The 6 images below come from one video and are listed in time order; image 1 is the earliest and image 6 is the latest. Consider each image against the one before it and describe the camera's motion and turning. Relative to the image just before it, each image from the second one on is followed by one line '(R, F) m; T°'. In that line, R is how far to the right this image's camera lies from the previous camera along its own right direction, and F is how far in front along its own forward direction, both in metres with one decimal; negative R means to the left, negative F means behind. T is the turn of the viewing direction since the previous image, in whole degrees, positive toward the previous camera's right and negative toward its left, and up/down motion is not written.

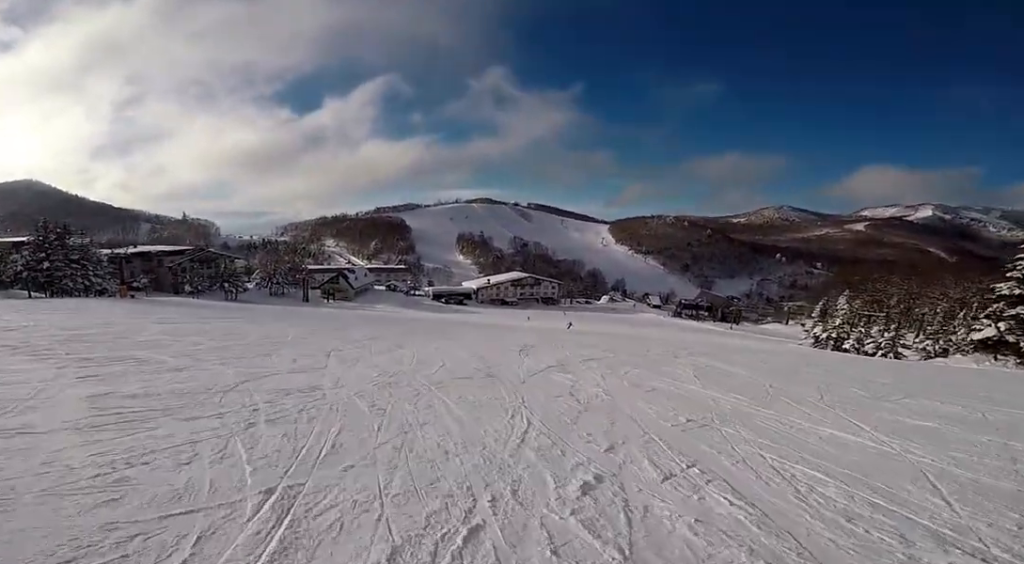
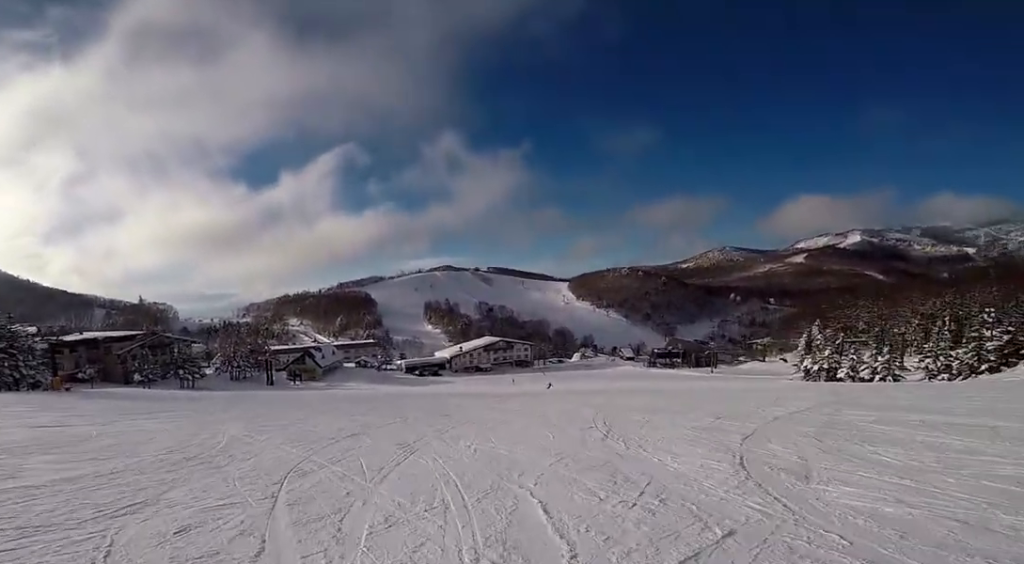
(+0.3, +7.4) m; +7°
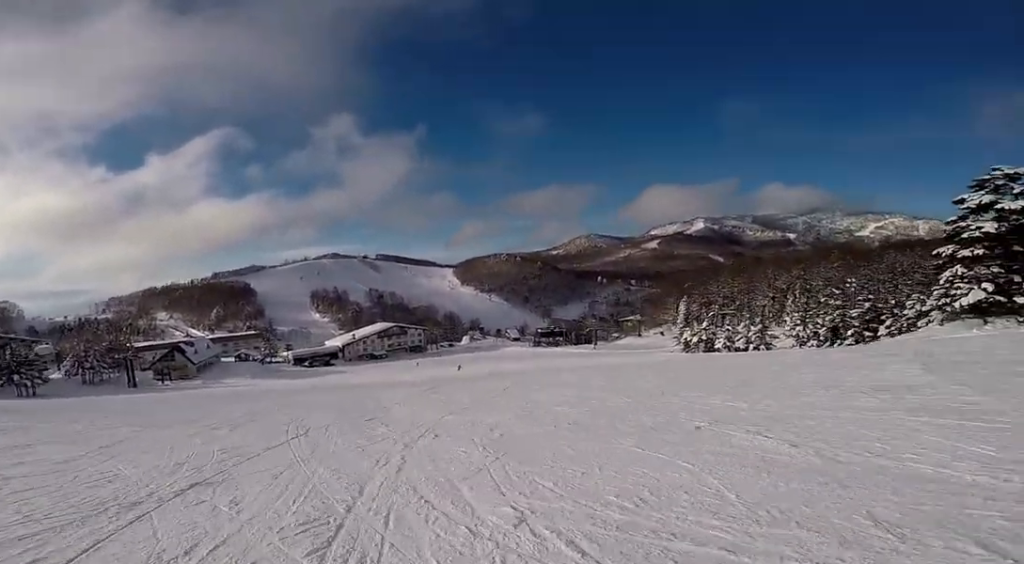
(+0.3, +7.5) m; +10°
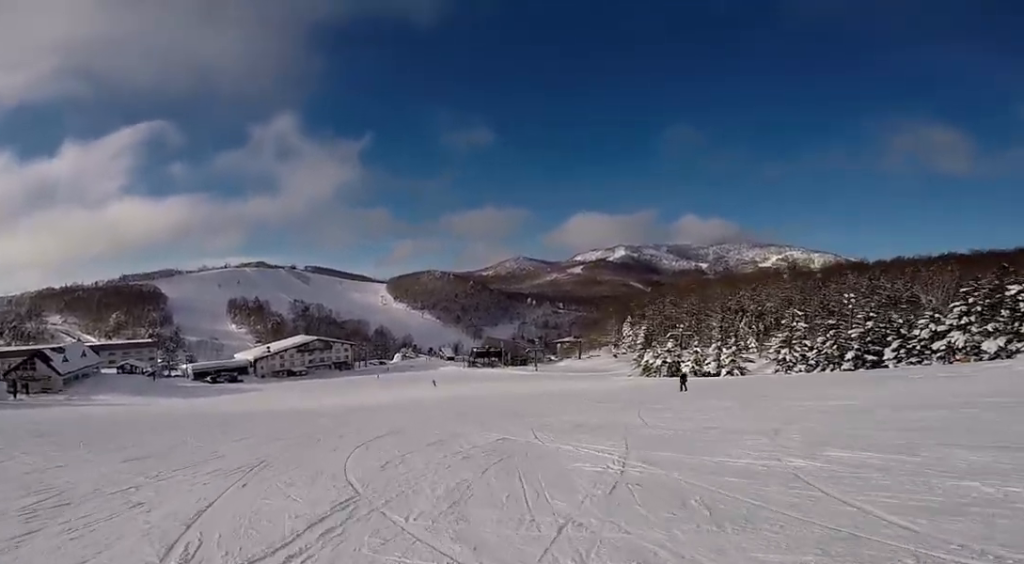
(+1.8, +18.3) m; +7°
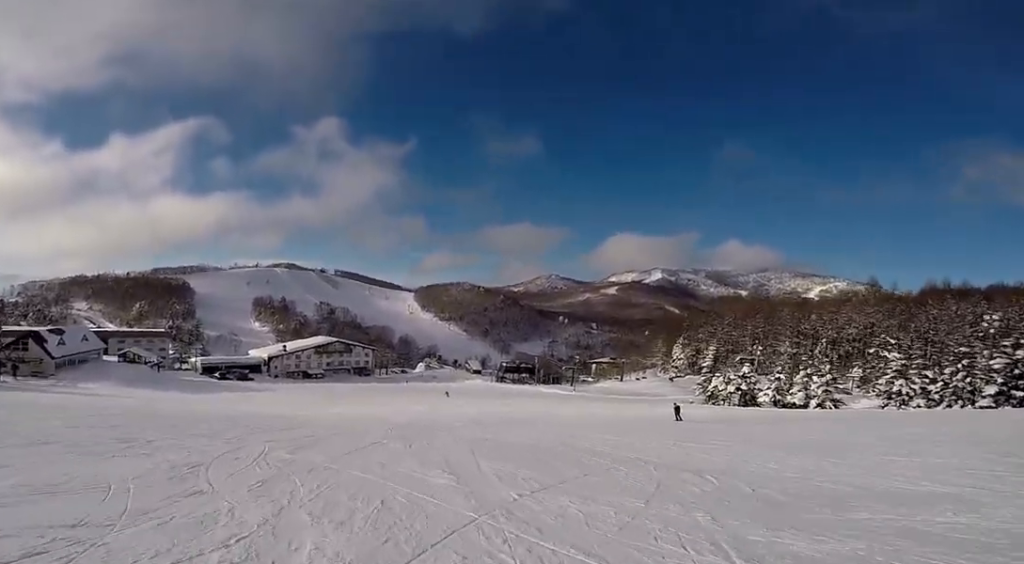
(+0.7, +13.1) m; -5°
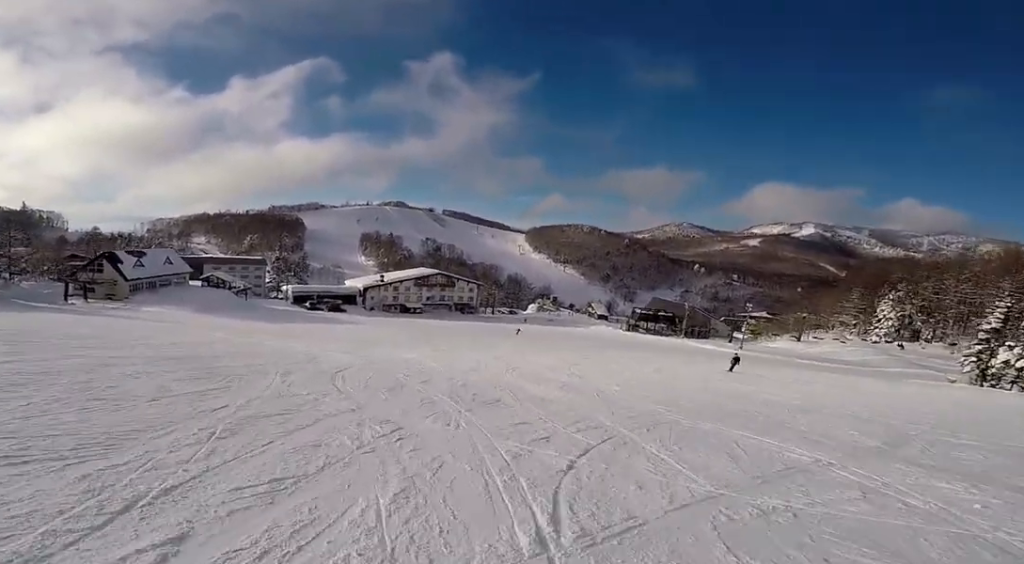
(-3.4, +20.9) m; -6°
